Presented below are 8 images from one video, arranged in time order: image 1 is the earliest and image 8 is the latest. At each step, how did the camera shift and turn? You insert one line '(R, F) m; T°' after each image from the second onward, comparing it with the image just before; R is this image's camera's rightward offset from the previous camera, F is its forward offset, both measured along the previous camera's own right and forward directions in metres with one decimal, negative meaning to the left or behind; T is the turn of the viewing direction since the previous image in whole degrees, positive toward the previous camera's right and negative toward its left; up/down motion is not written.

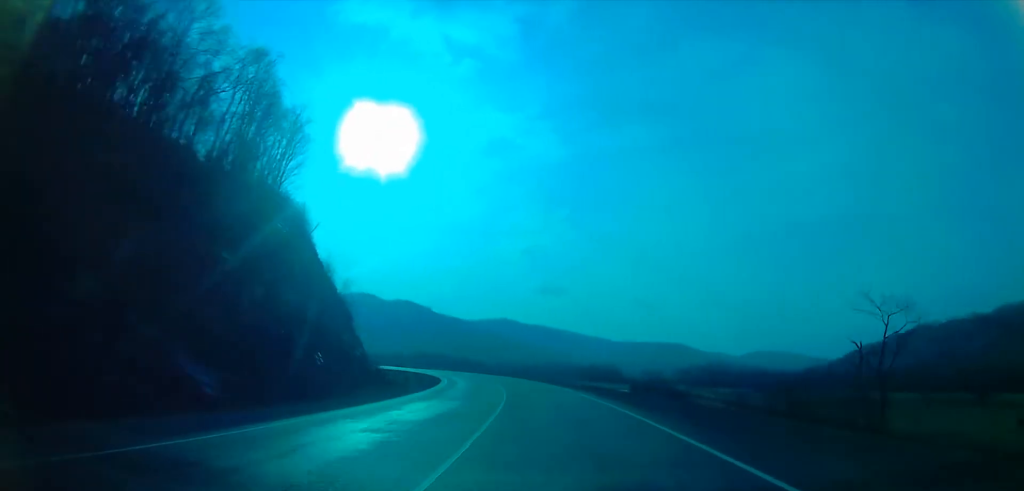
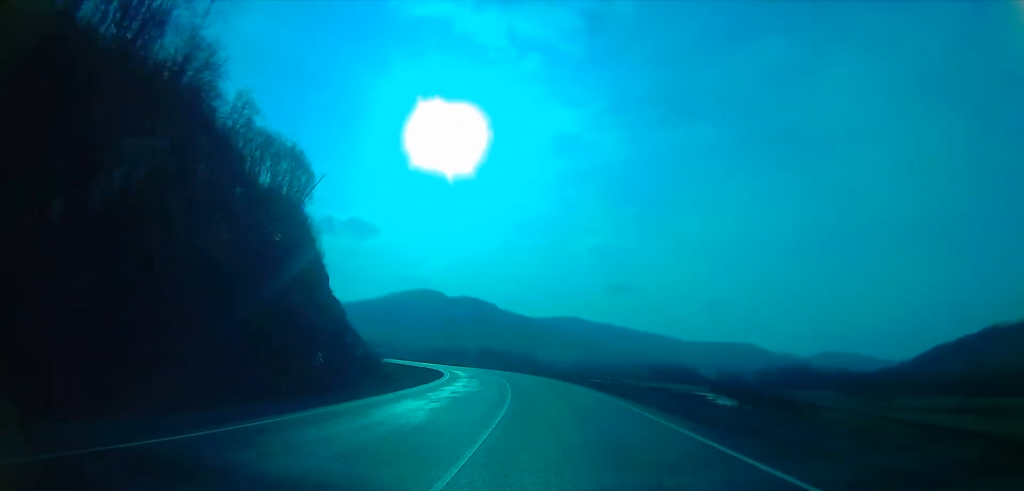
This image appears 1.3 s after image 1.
(-0.9, +41.0) m; -4°
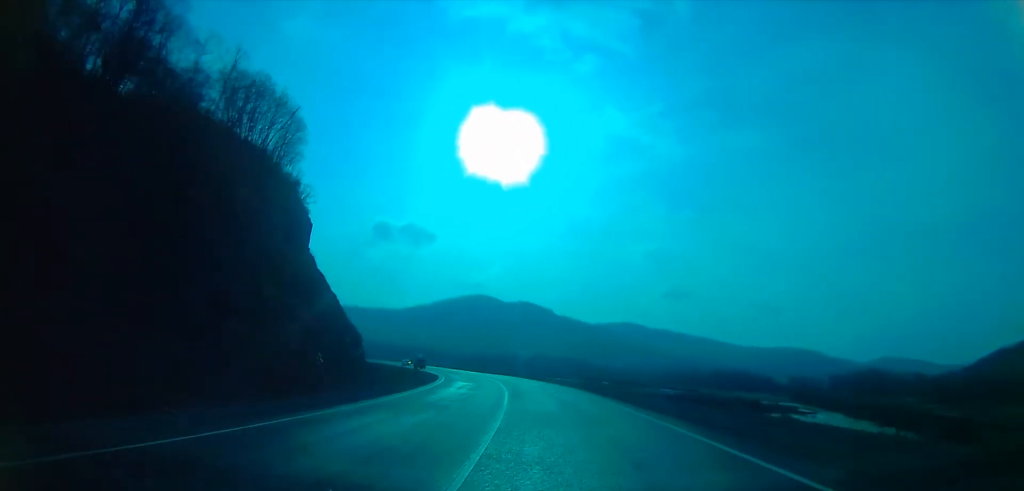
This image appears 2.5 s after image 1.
(-2.5, +39.8) m; -6°
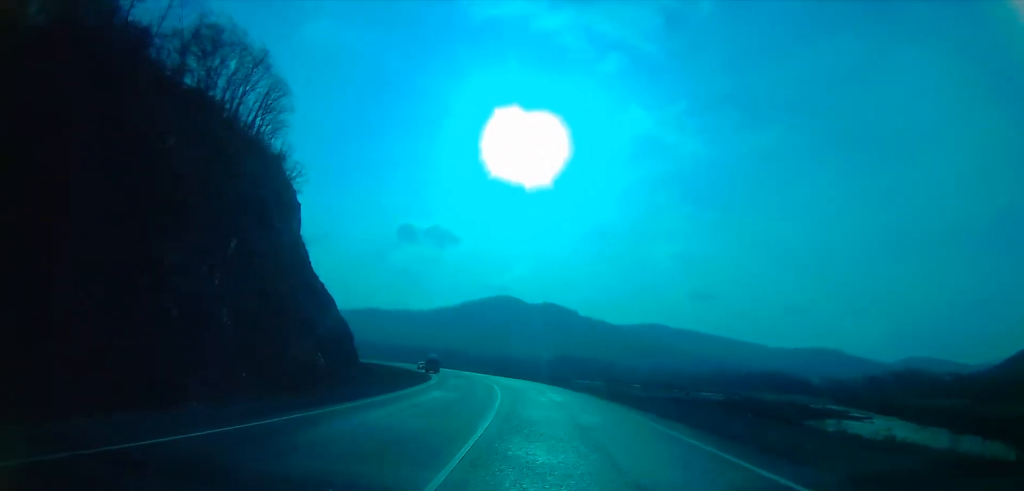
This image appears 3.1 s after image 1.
(-0.6, +19.4) m; -2°
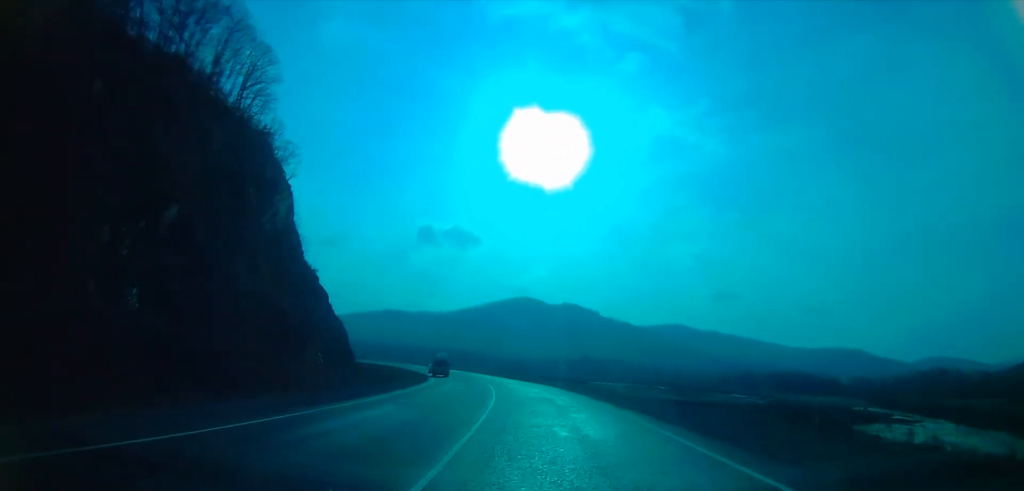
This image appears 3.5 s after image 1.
(+0.1, +13.9) m; -1°
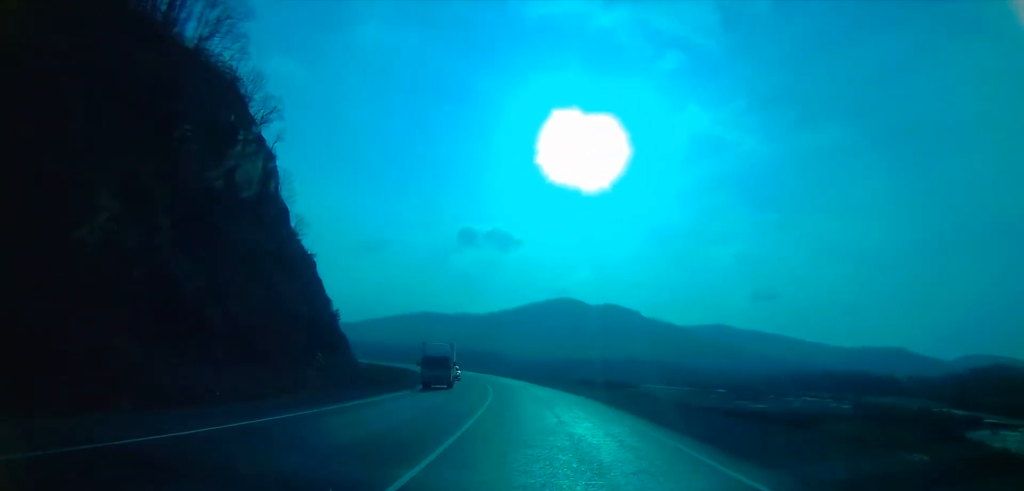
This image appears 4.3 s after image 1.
(-0.3, +23.5) m; -3°
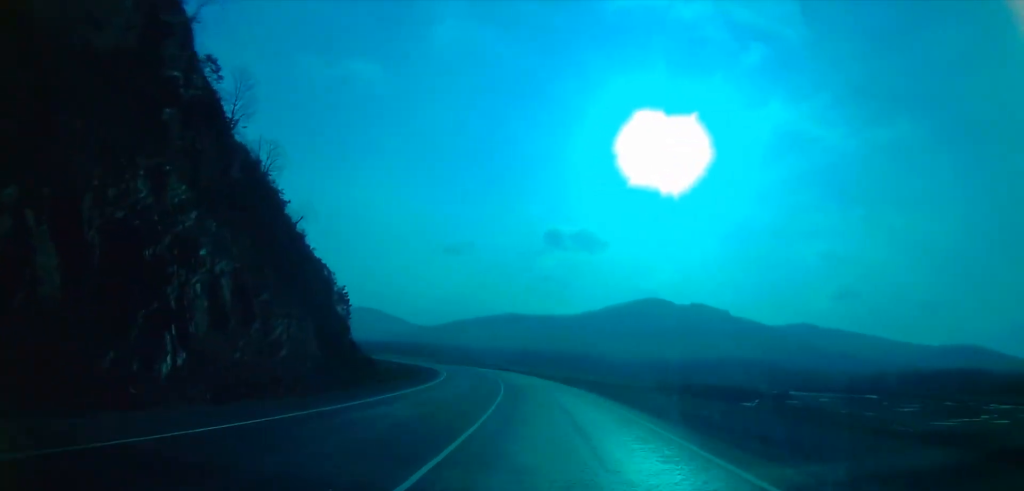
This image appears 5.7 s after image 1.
(-3.7, +45.9) m; -7°
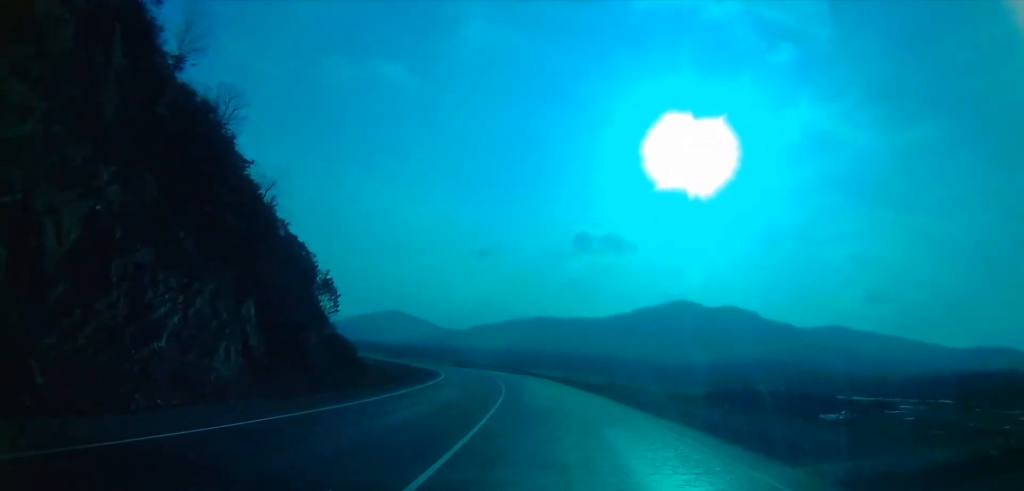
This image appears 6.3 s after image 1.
(-0.3, +19.5) m; -3°
